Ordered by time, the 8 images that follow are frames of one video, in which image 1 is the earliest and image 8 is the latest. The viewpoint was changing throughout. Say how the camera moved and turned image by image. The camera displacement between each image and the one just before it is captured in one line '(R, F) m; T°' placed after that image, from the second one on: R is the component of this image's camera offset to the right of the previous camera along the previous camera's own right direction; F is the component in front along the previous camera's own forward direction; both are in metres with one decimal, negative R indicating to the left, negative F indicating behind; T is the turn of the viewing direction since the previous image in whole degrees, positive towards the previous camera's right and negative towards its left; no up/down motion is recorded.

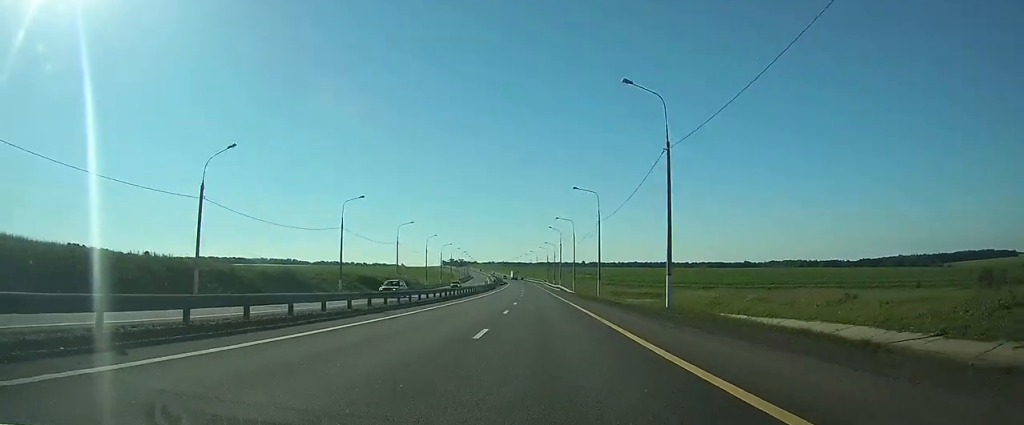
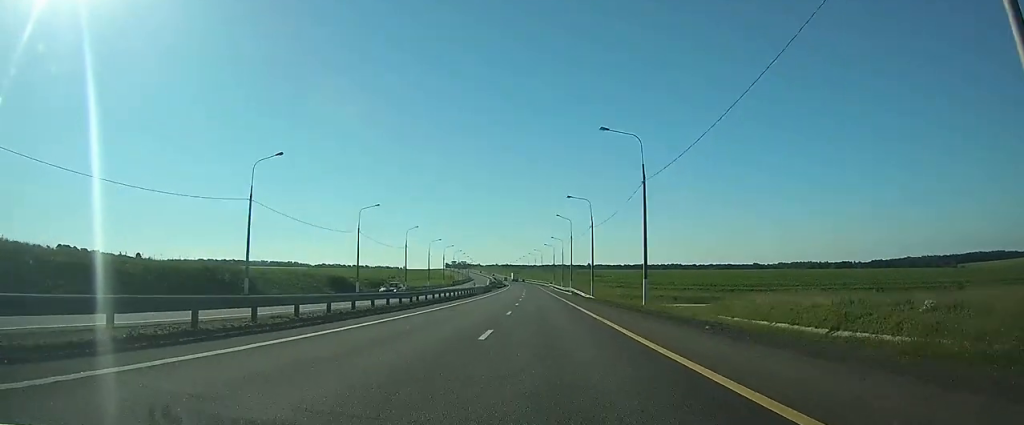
(-0.1, +23.7) m; 0°
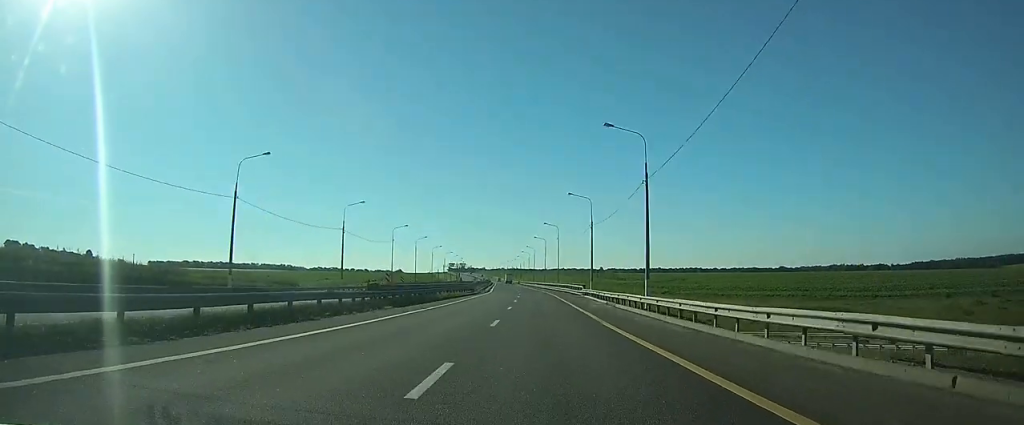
(-0.9, +90.6) m; -1°
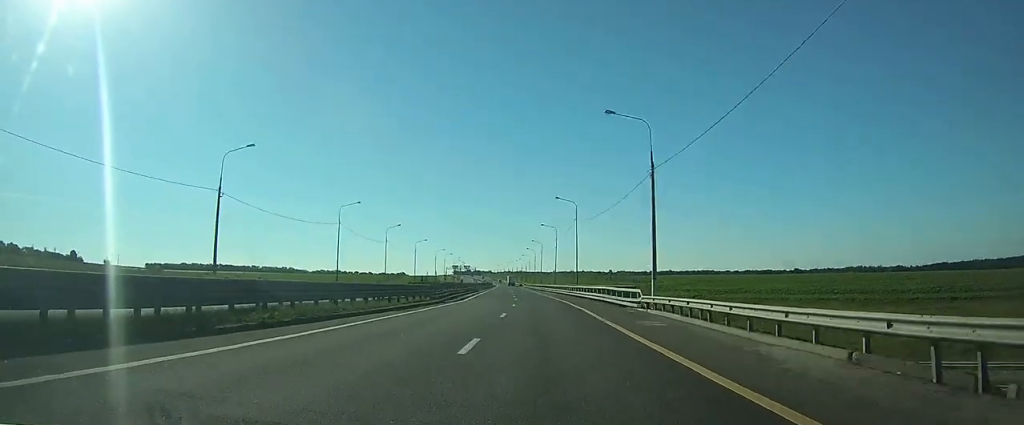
(-0.1, +31.6) m; -1°
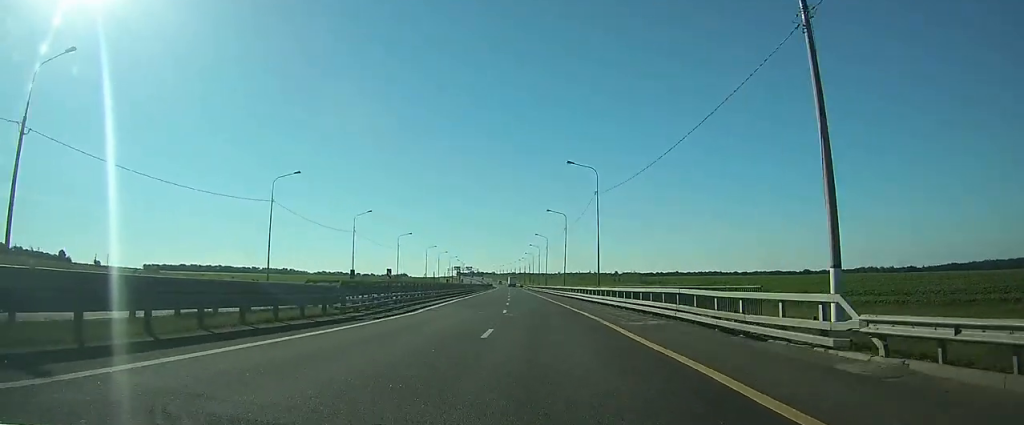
(-0.1, +20.3) m; -1°
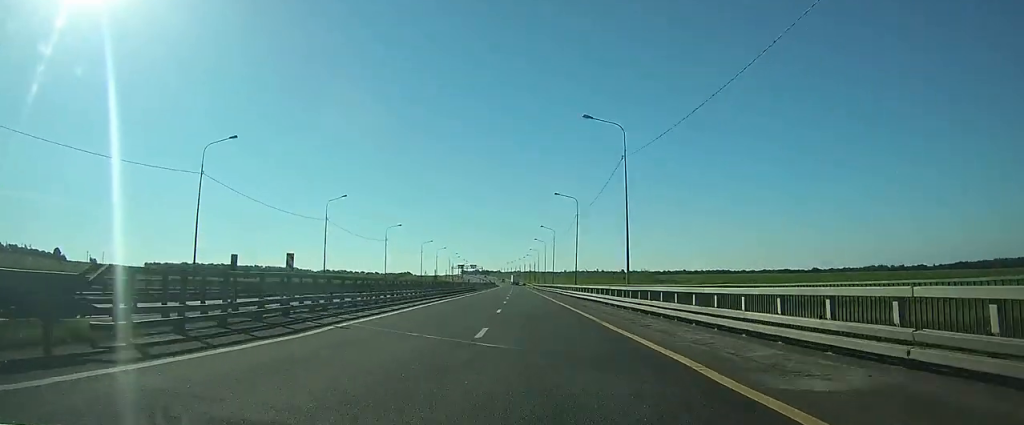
(-0.1, +13.0) m; 0°
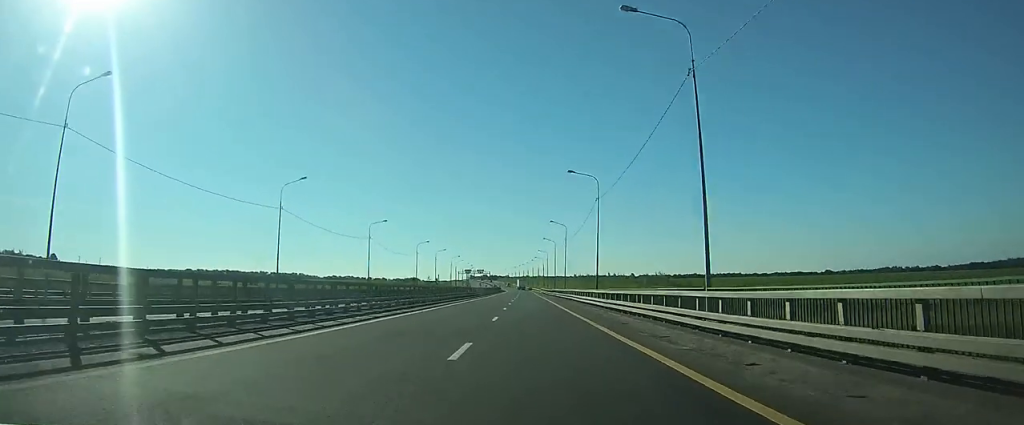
(-0.1, +15.1) m; 0°
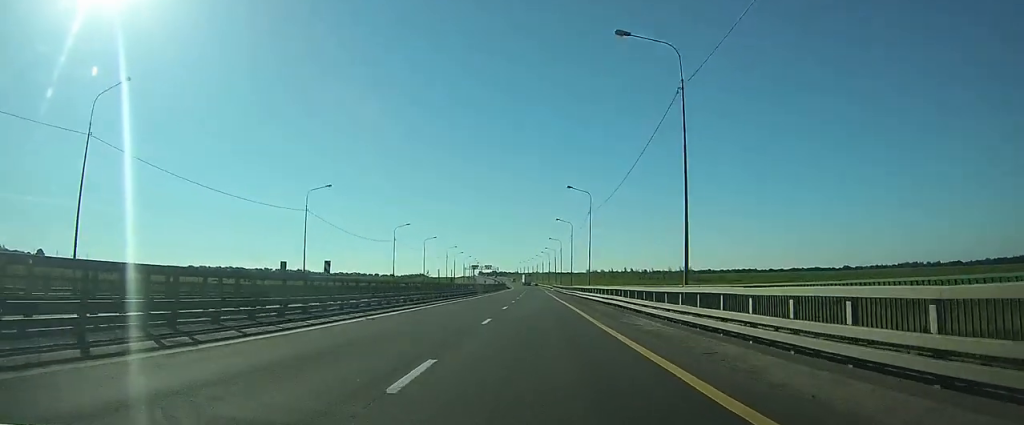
(0.0, +27.8) m; -1°
